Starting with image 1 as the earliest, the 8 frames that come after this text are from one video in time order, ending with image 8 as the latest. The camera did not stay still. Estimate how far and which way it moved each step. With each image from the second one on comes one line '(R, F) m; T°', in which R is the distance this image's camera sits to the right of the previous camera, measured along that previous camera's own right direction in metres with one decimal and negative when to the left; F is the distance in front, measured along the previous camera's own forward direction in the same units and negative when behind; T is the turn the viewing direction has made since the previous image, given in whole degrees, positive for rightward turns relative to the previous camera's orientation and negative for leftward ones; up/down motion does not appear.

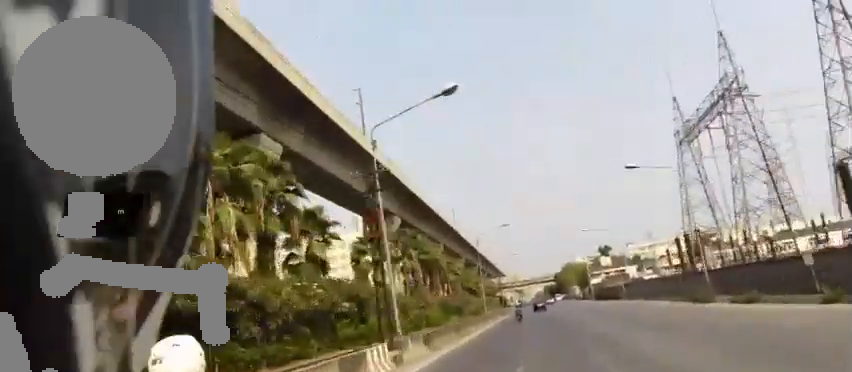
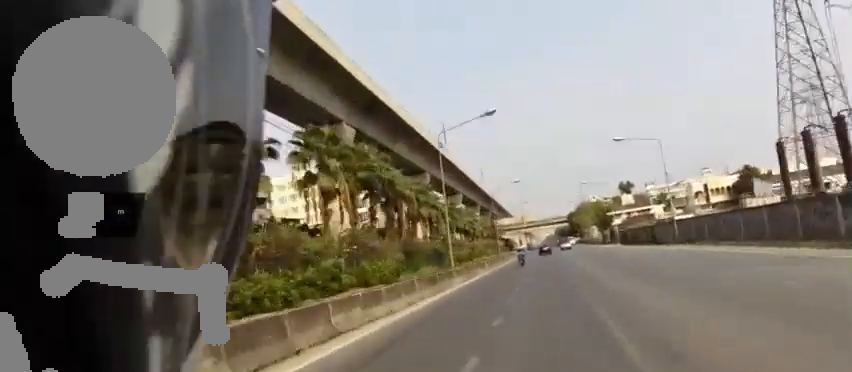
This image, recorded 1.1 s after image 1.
(+0.2, +20.1) m; +1°
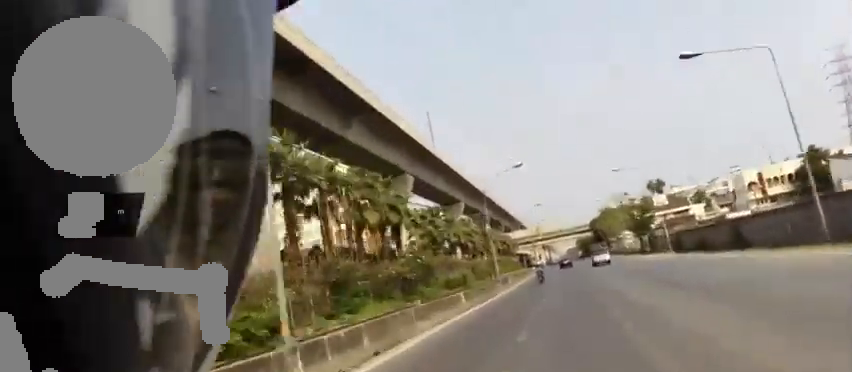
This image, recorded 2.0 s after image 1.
(0.0, +18.1) m; 0°
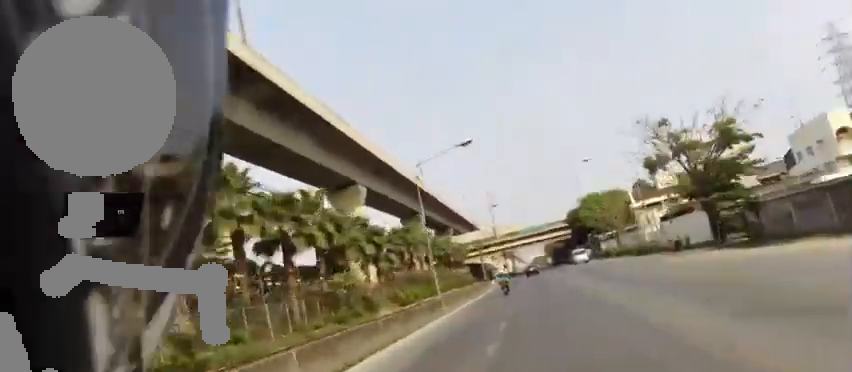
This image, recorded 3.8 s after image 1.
(-0.2, +38.0) m; -1°
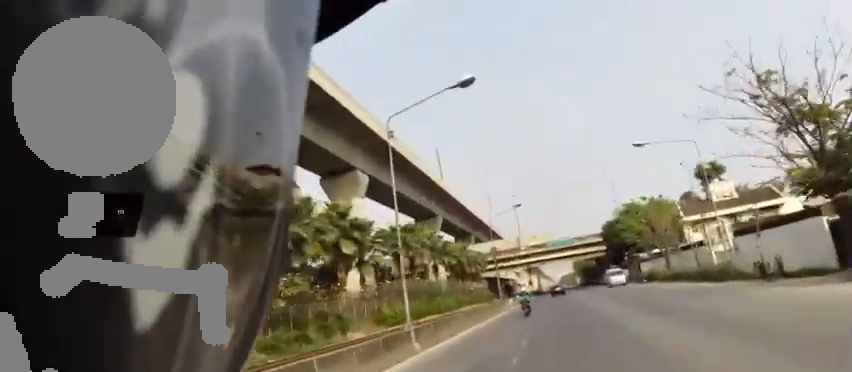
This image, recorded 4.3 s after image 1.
(-0.1, +9.7) m; 0°
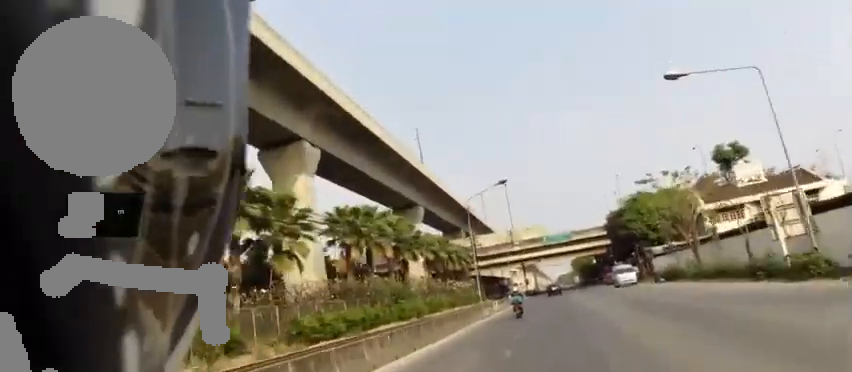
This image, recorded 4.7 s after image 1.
(-0.1, +10.5) m; 0°
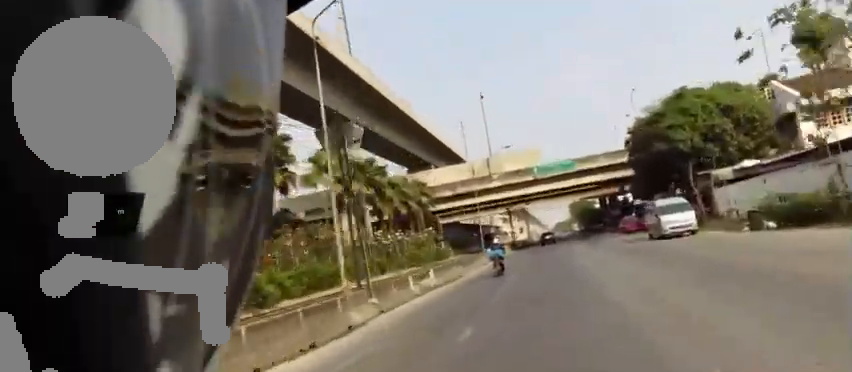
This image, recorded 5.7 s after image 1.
(0.0, +22.7) m; 0°
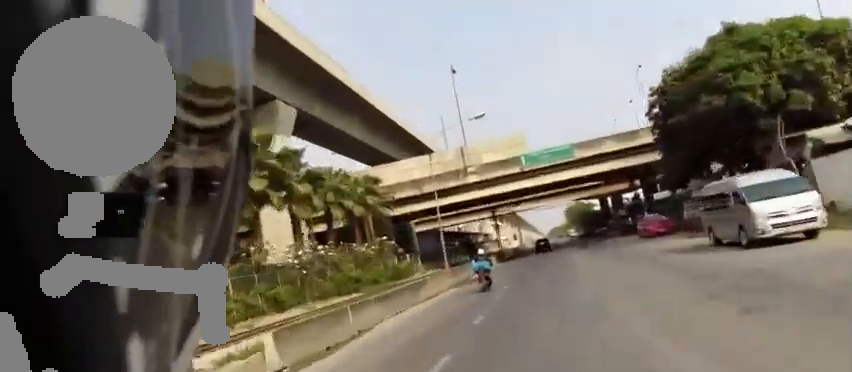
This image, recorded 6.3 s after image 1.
(0.0, +13.7) m; +1°
